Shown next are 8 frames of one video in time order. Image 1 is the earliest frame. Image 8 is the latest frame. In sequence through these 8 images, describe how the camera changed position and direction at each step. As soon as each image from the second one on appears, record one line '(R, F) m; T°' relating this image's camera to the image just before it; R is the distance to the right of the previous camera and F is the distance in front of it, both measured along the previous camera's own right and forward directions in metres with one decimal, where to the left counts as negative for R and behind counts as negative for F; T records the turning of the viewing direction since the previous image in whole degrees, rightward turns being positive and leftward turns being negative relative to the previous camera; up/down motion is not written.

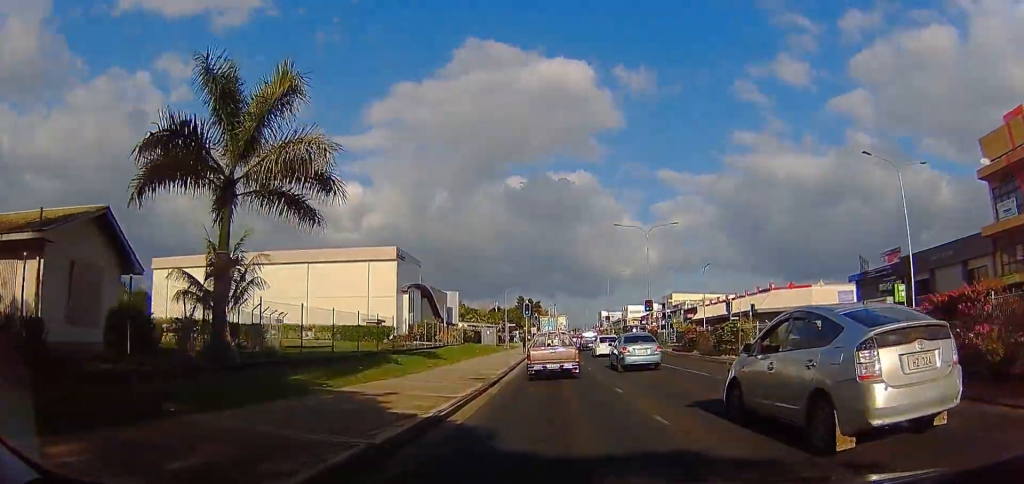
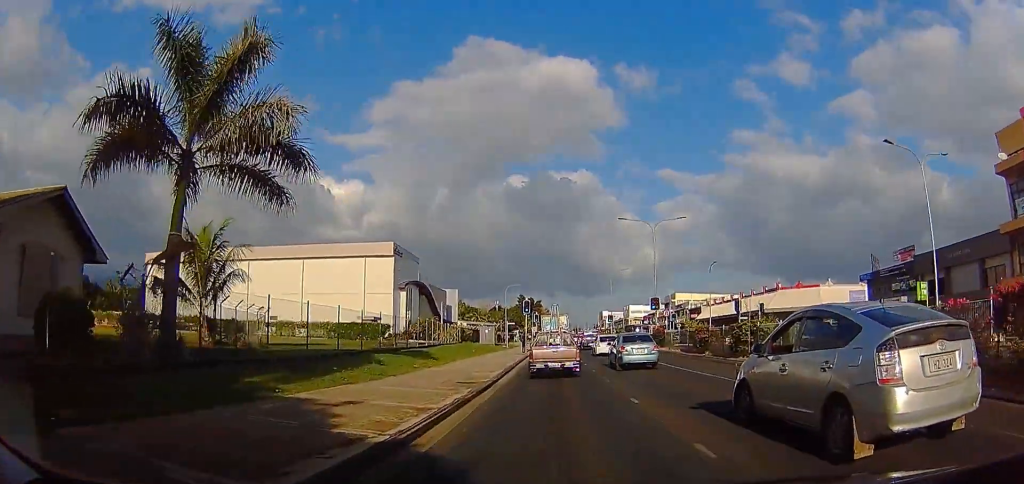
(0.0, +2.4) m; 0°
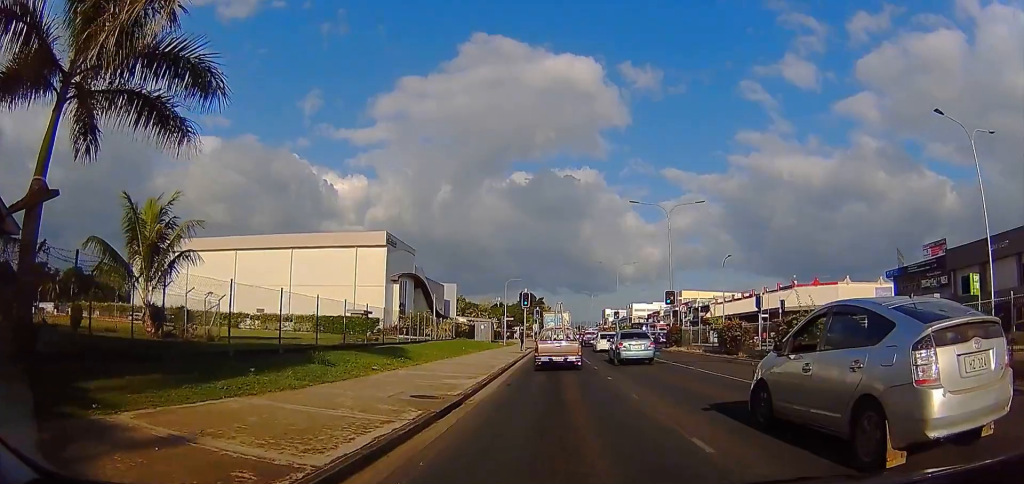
(0.0, +4.9) m; -2°
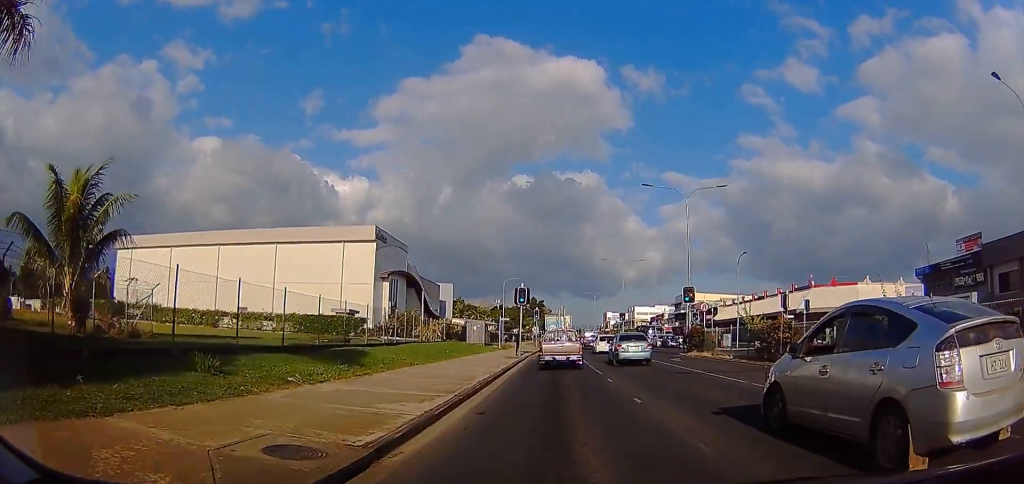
(-0.1, +5.2) m; +4°
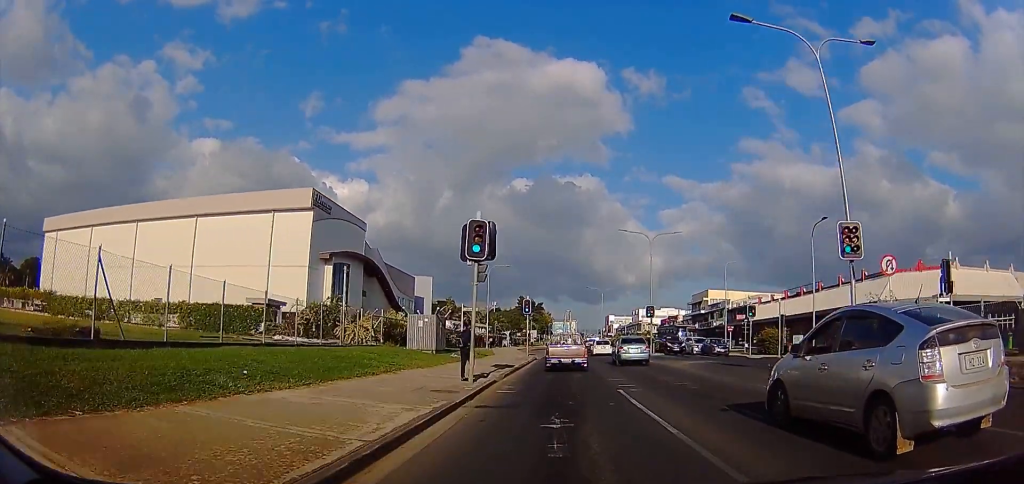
(0.0, +19.6) m; +1°
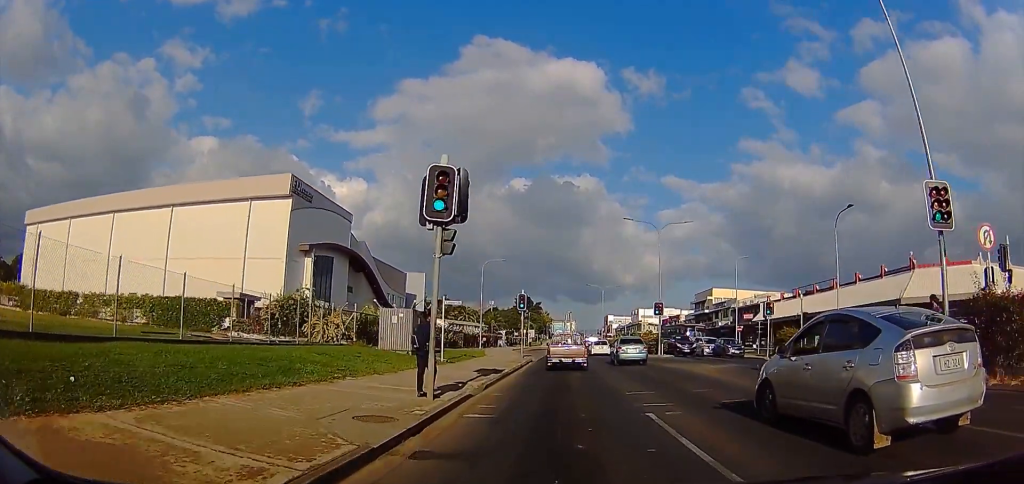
(+0.8, +4.8) m; 0°
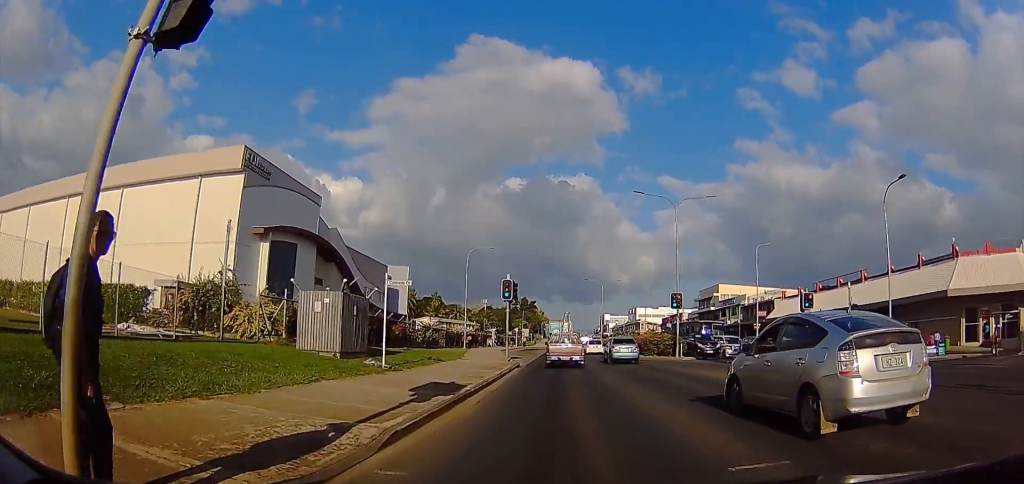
(-0.2, +8.3) m; 0°
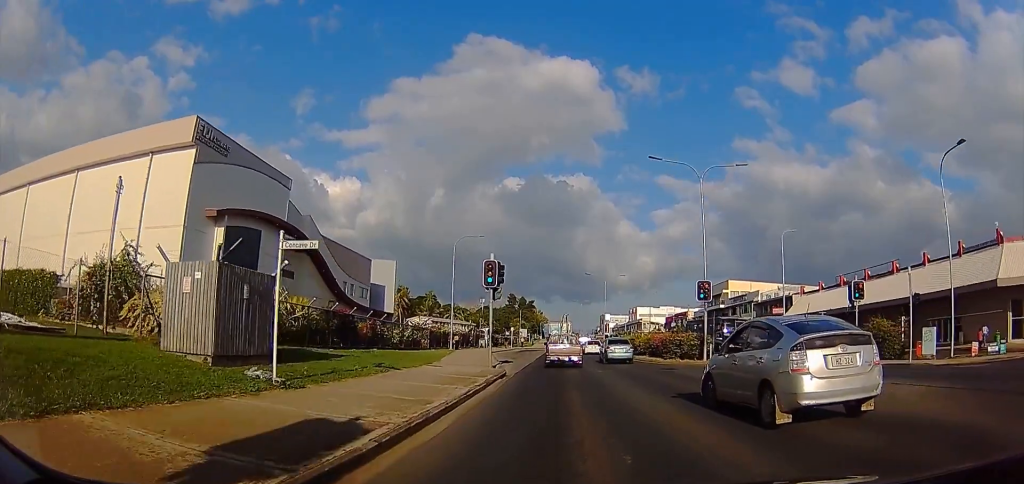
(-0.3, +7.1) m; 0°
